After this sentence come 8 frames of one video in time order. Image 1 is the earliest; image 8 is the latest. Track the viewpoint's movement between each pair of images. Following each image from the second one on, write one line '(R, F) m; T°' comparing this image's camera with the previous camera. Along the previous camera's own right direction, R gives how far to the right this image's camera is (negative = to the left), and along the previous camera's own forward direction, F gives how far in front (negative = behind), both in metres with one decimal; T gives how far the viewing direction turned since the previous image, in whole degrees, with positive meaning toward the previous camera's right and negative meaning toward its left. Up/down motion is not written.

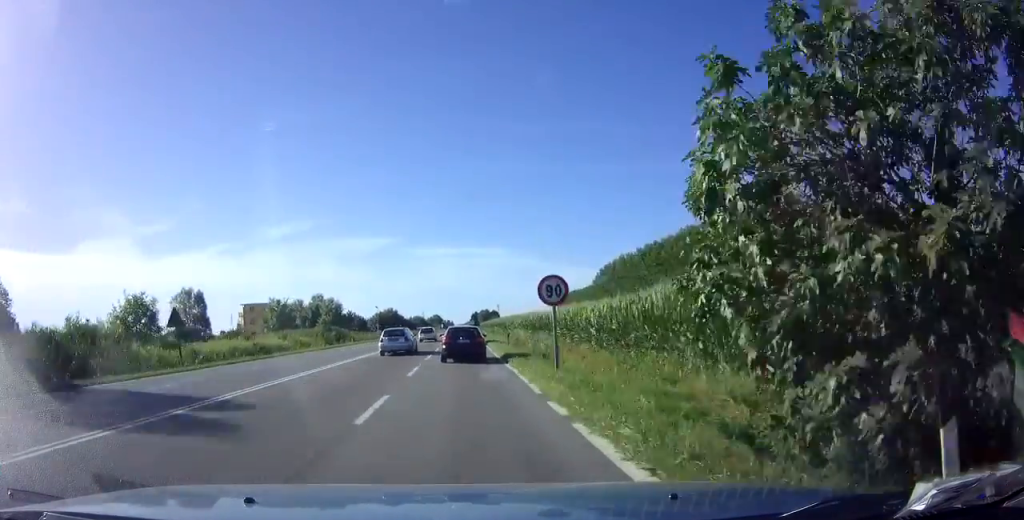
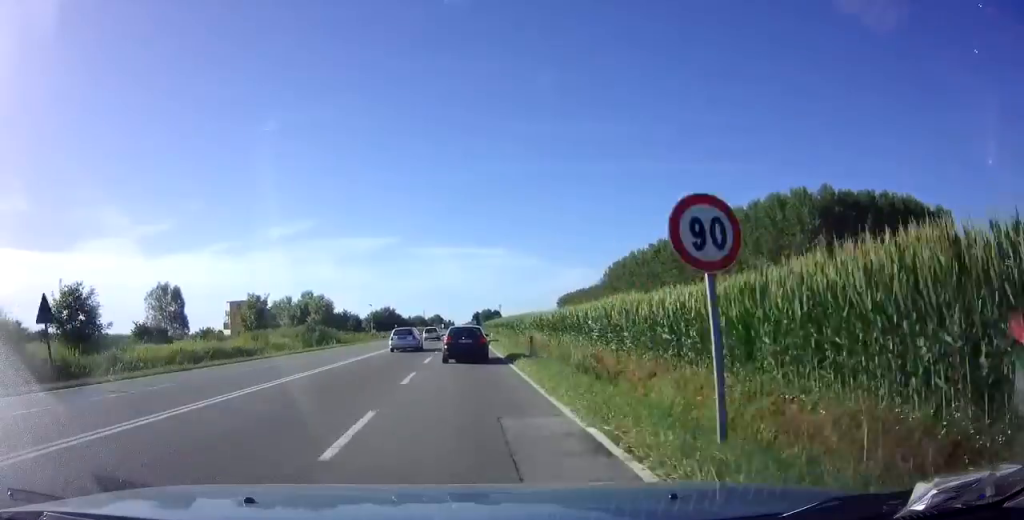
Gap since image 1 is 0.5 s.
(+0.1, +9.5) m; 0°
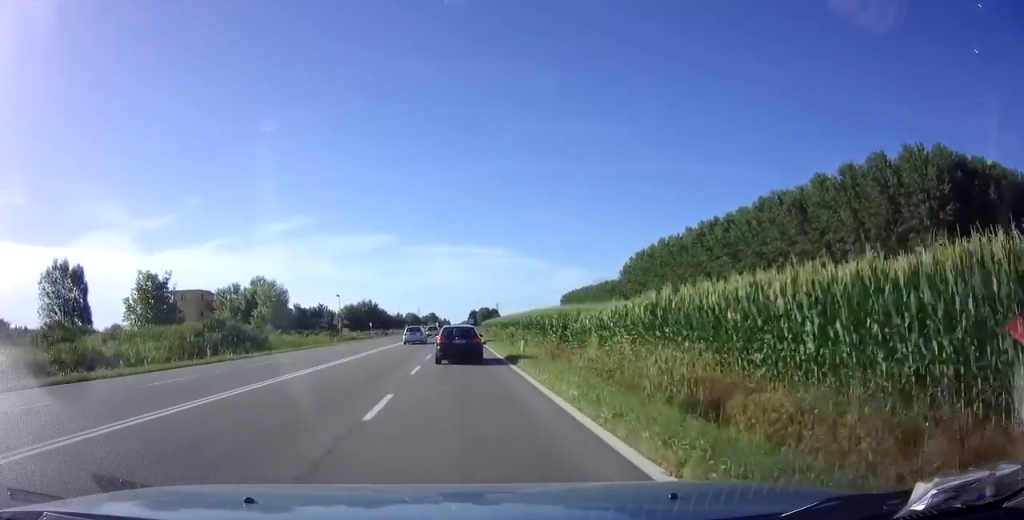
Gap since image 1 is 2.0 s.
(-0.1, +27.6) m; 0°
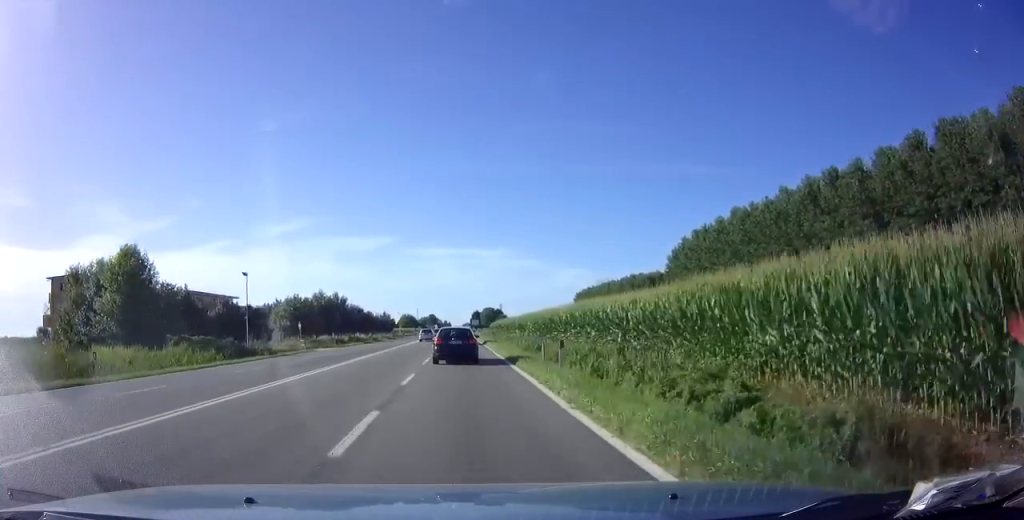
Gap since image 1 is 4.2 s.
(+0.4, +38.4) m; 0°
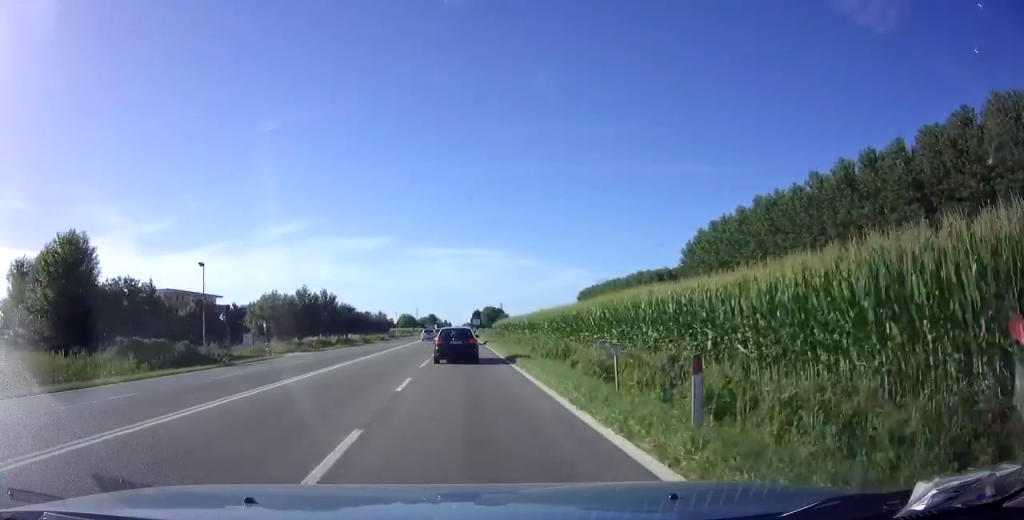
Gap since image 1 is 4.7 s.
(-0.1, +8.7) m; 0°
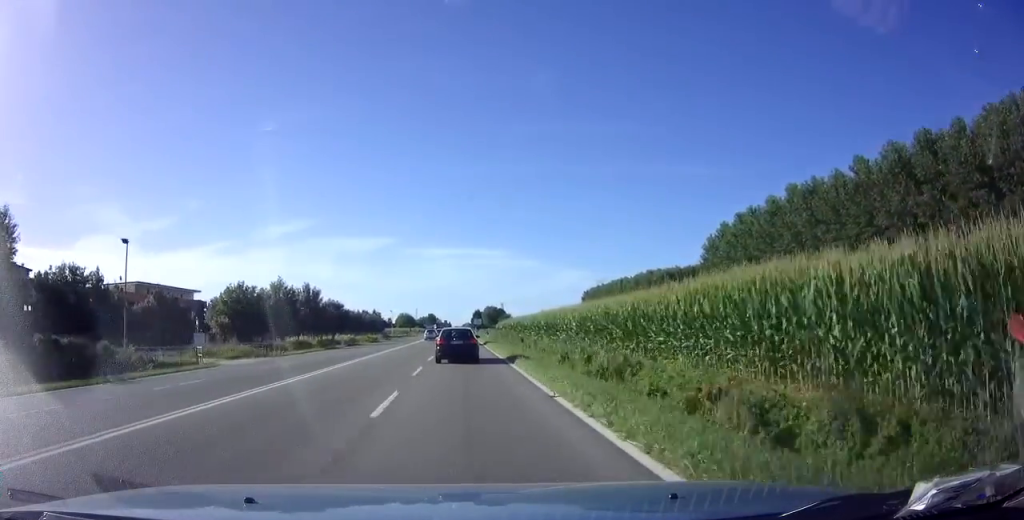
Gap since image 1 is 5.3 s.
(0.0, +11.0) m; 0°
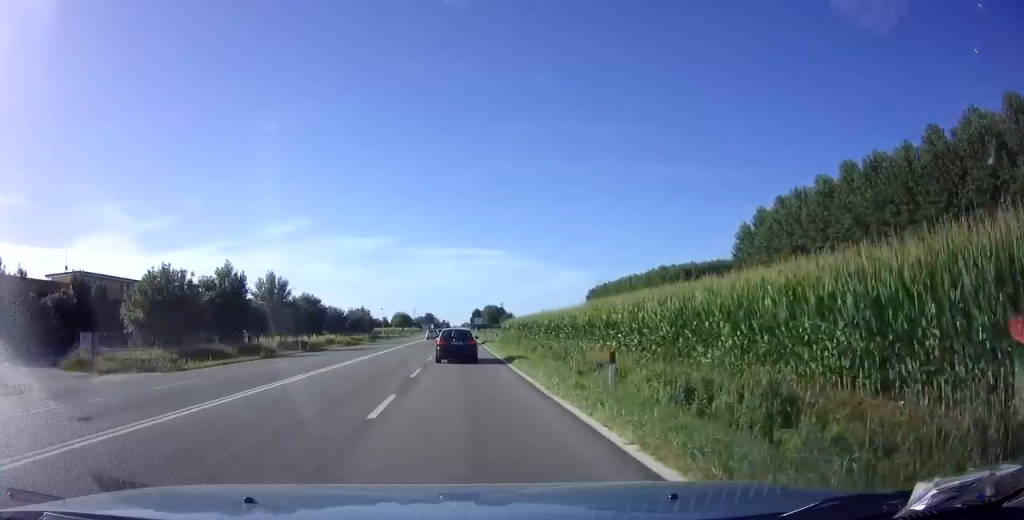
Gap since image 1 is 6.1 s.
(0.0, +14.5) m; 0°
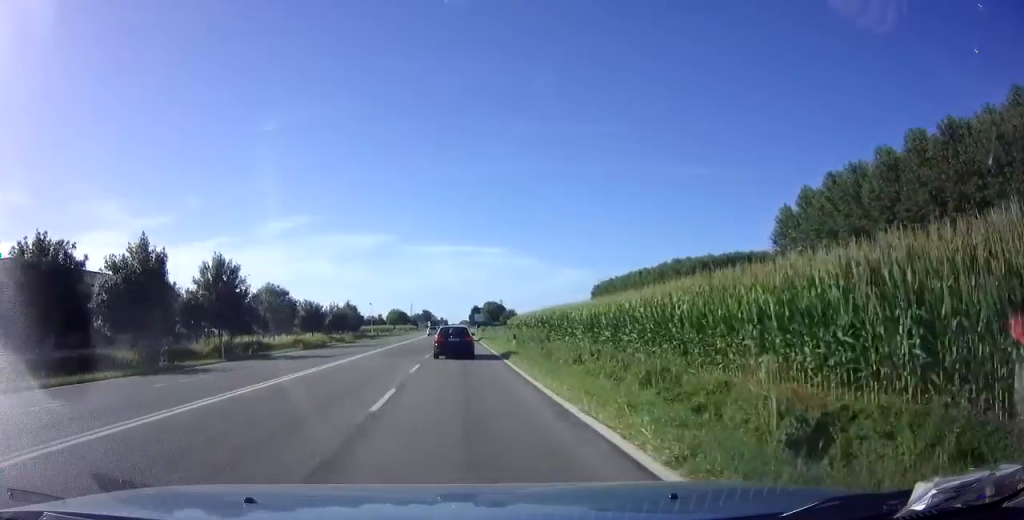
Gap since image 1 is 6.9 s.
(0.0, +14.1) m; 0°
